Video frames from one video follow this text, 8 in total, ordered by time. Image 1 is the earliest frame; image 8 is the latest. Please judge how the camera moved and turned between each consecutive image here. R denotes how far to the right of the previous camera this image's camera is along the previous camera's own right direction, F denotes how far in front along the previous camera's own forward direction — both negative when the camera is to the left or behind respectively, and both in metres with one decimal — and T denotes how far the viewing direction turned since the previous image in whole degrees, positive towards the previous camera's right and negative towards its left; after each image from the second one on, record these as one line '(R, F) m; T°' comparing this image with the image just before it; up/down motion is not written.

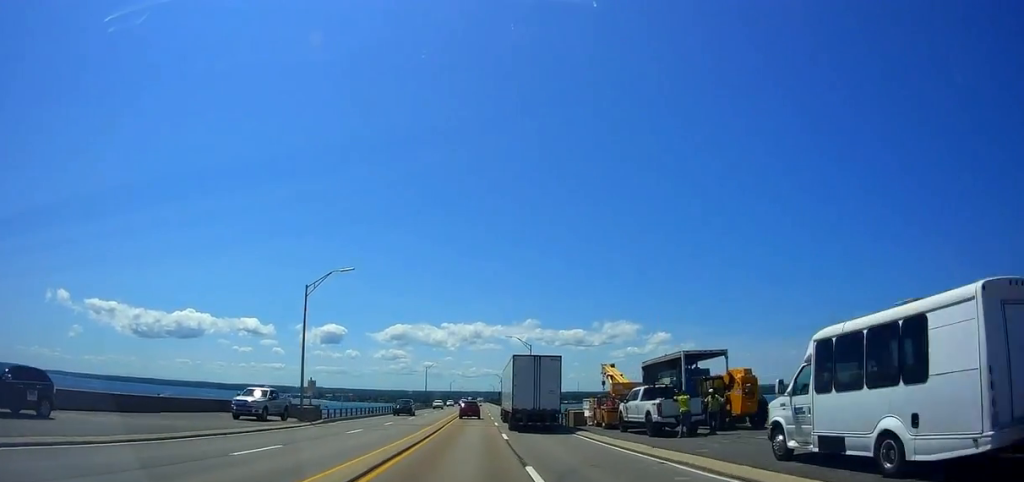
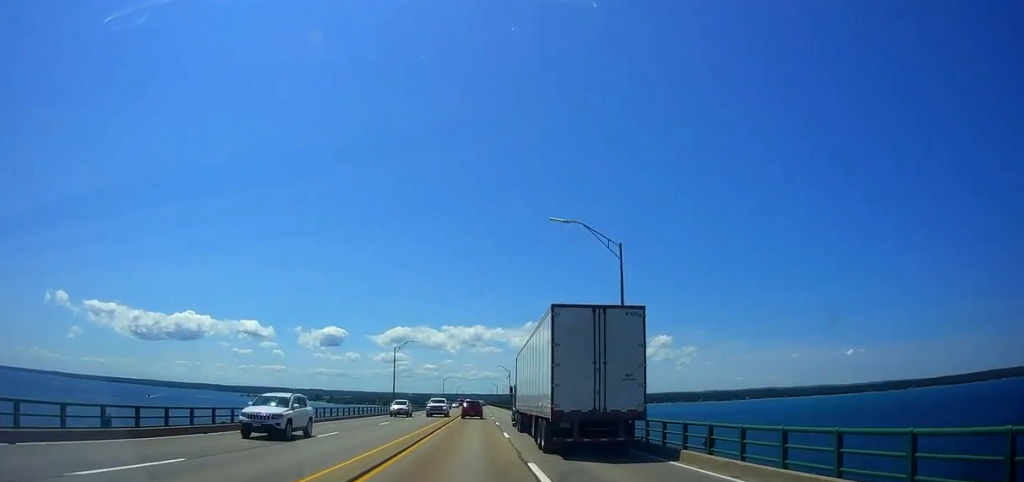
(+0.3, +45.6) m; +1°
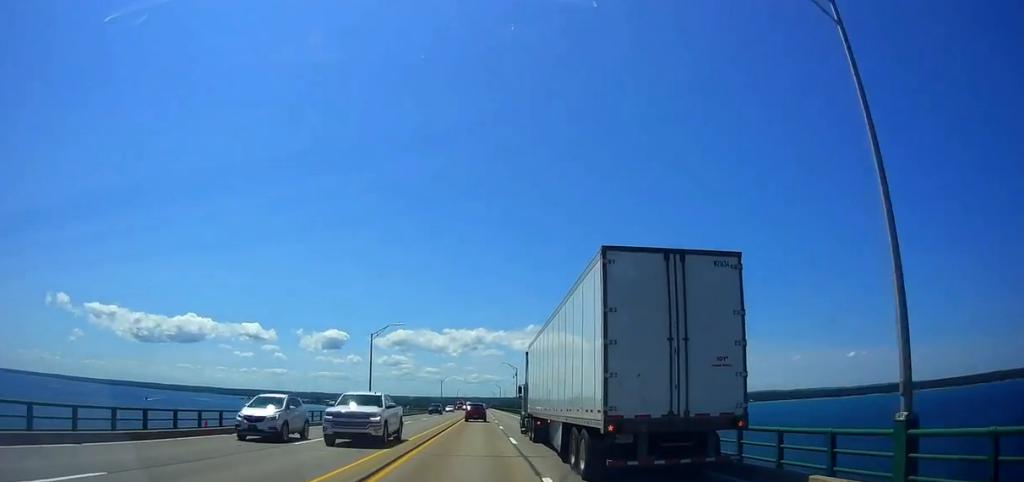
(-0.1, +17.8) m; -1°
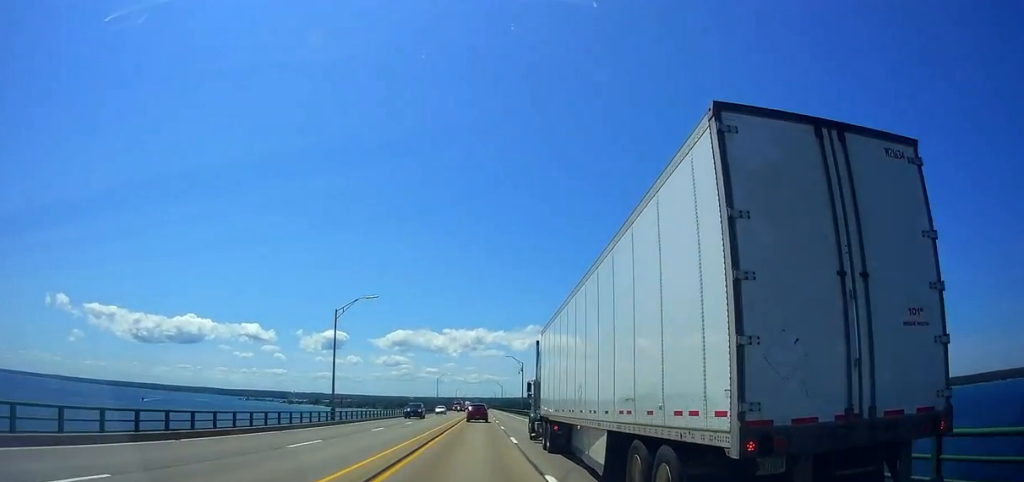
(-0.4, +14.8) m; 0°
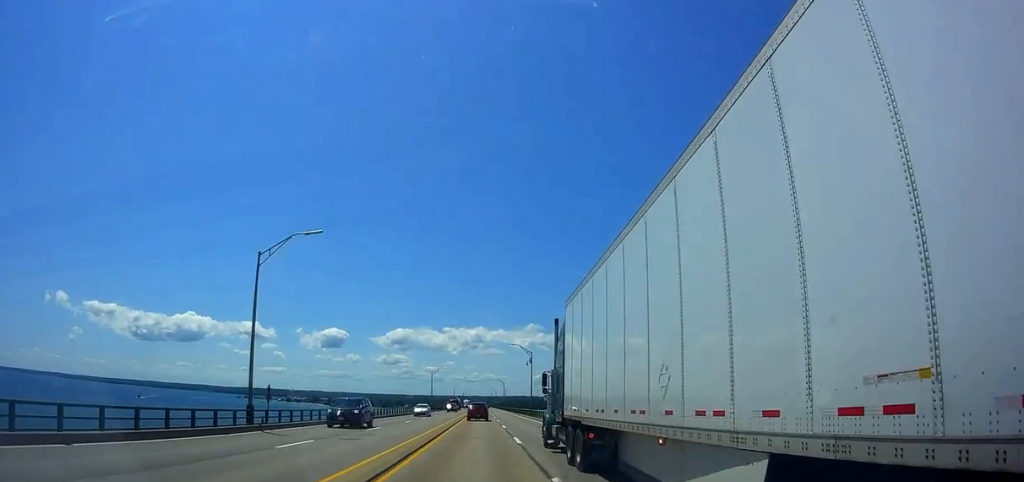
(+0.3, +16.1) m; +1°
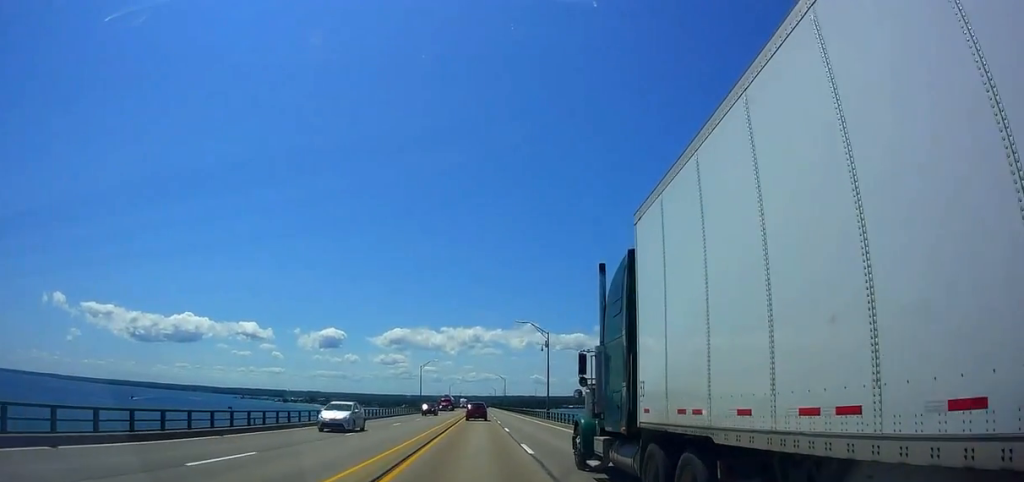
(+0.2, +20.2) m; 0°
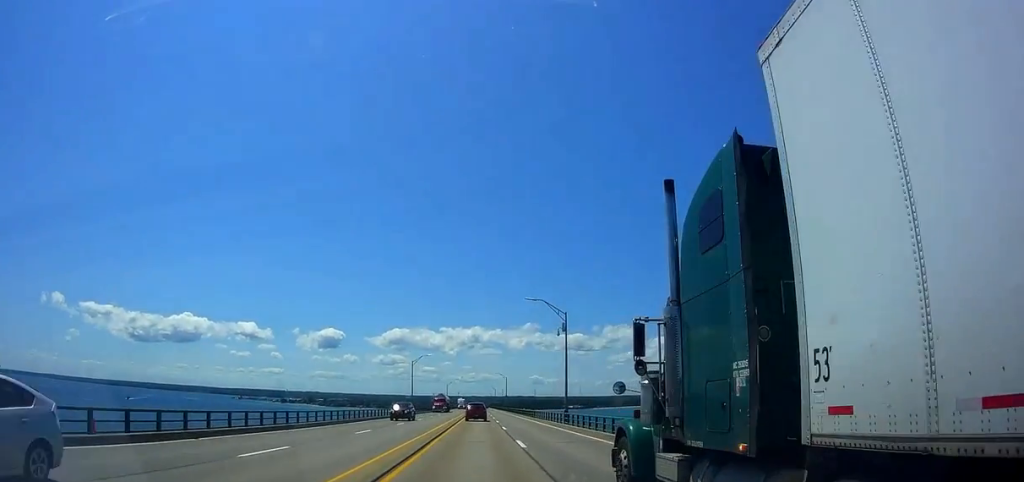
(0.0, +11.8) m; -1°
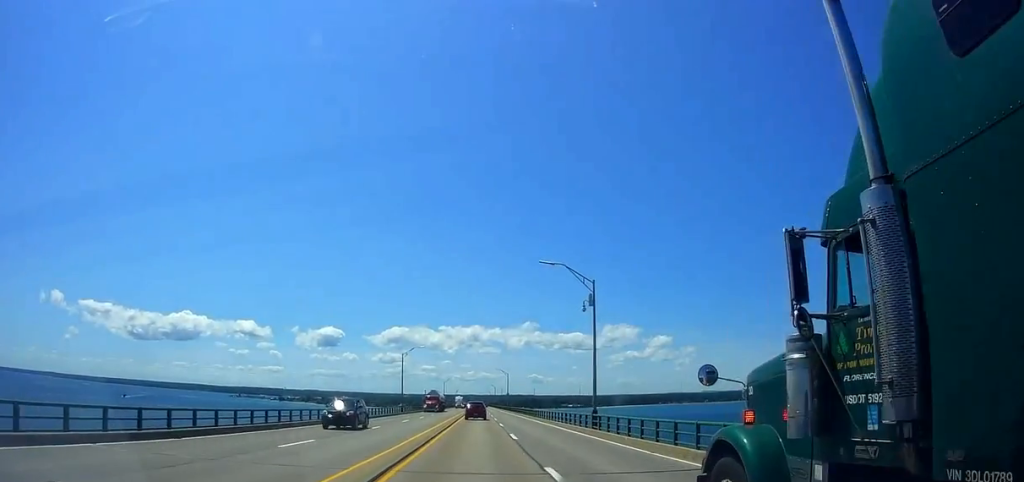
(-0.4, +11.2) m; 0°
